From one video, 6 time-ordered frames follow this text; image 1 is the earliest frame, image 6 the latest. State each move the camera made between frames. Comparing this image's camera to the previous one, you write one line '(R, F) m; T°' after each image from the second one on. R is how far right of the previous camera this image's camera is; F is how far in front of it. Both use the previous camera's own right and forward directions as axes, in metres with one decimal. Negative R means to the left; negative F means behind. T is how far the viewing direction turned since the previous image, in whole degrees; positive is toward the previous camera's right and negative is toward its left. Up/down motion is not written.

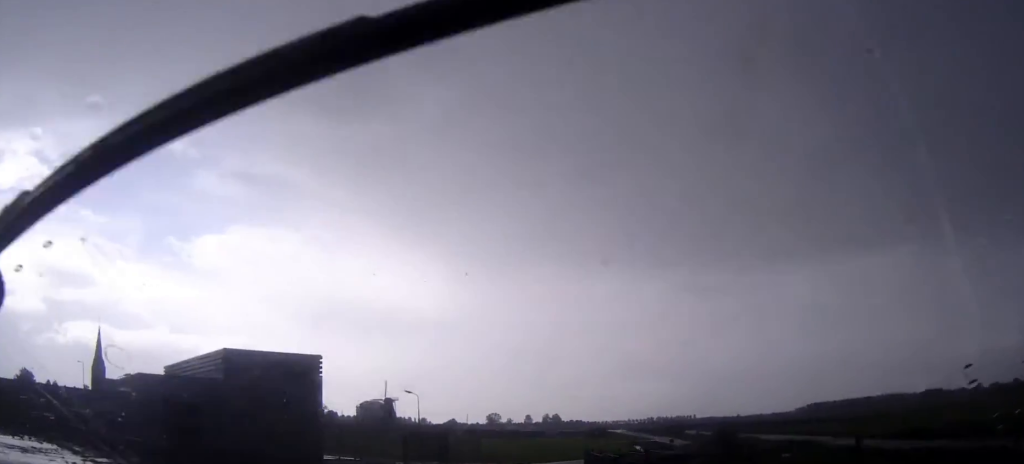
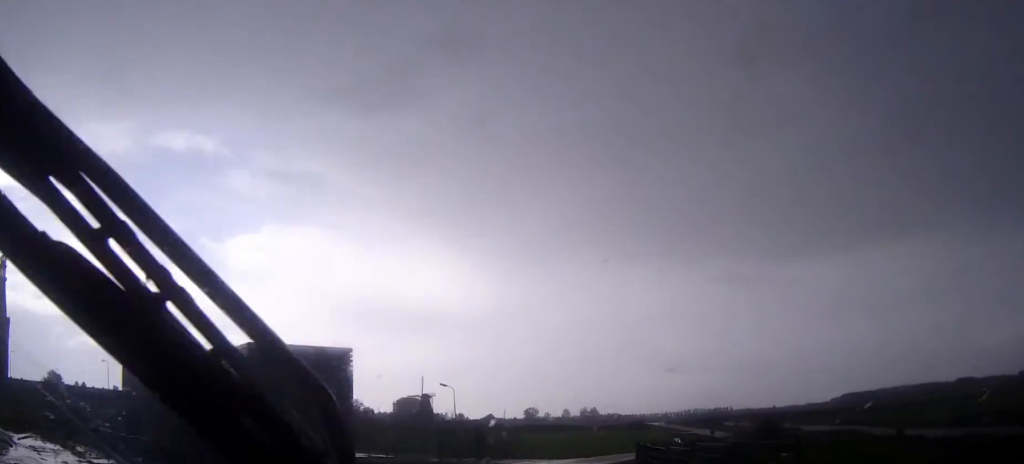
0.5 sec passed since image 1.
(-0.1, +2.6) m; -3°
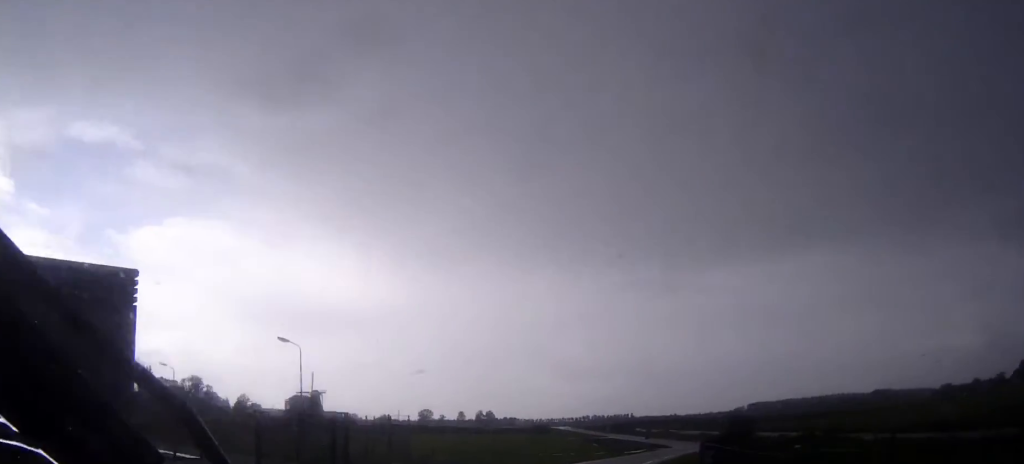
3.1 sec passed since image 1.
(+0.3, +23.4) m; +5°
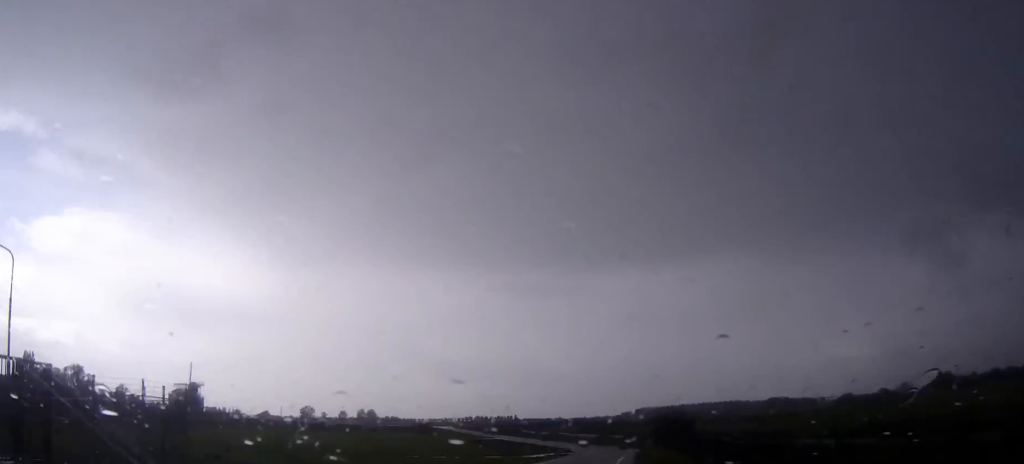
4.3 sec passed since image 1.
(+0.9, +16.8) m; +8°
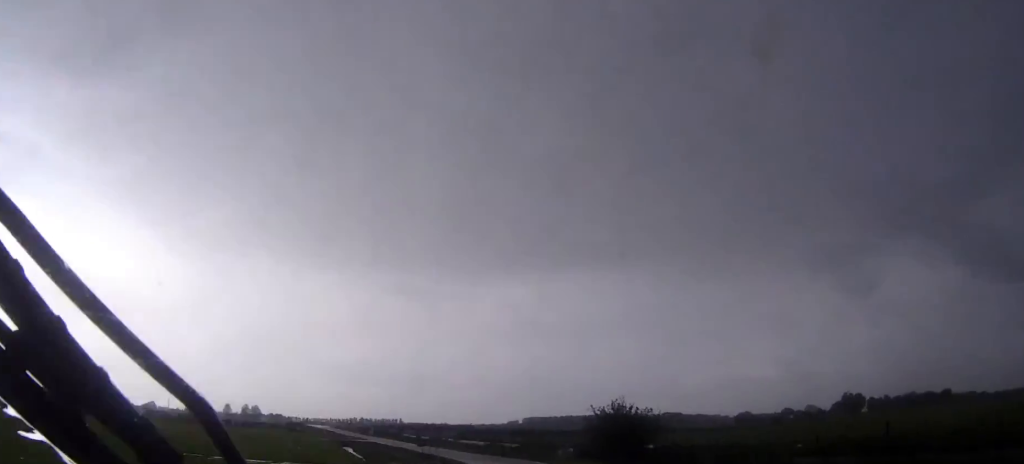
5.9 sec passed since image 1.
(+2.3, +24.6) m; +8°
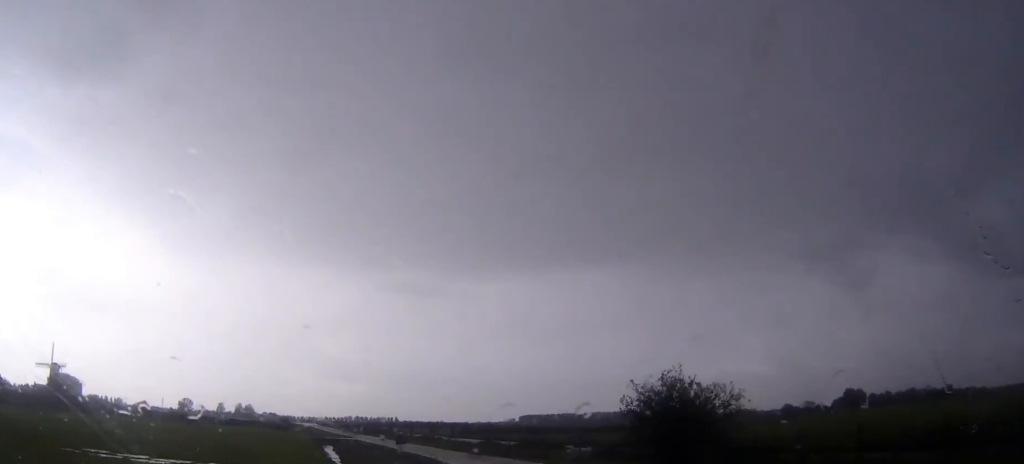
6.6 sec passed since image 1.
(+0.2, +12.9) m; +1°
